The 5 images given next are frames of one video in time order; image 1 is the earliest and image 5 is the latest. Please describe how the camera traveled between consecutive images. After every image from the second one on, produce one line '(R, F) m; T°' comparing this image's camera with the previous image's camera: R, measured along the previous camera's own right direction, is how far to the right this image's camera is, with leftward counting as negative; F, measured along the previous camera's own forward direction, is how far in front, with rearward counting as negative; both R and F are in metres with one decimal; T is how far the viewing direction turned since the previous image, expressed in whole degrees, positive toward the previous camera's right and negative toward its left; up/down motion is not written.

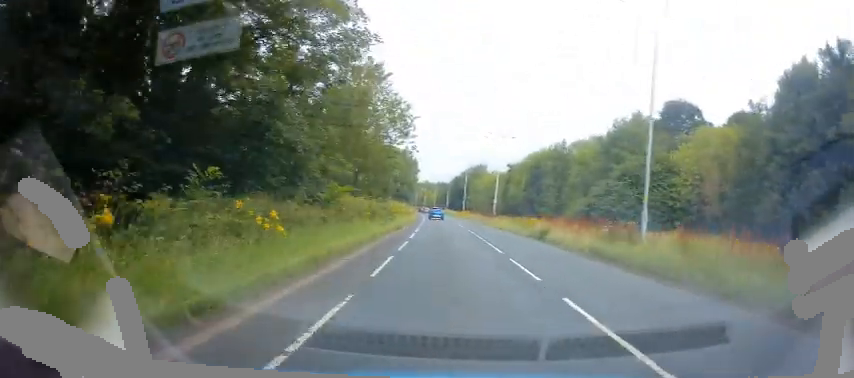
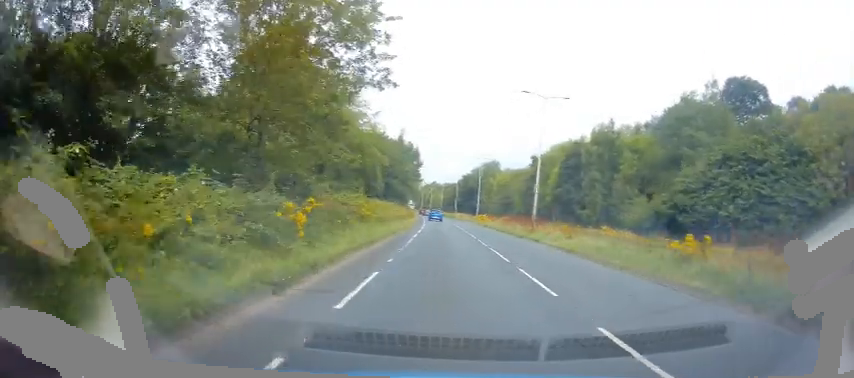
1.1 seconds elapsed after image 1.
(-0.1, +20.6) m; 0°
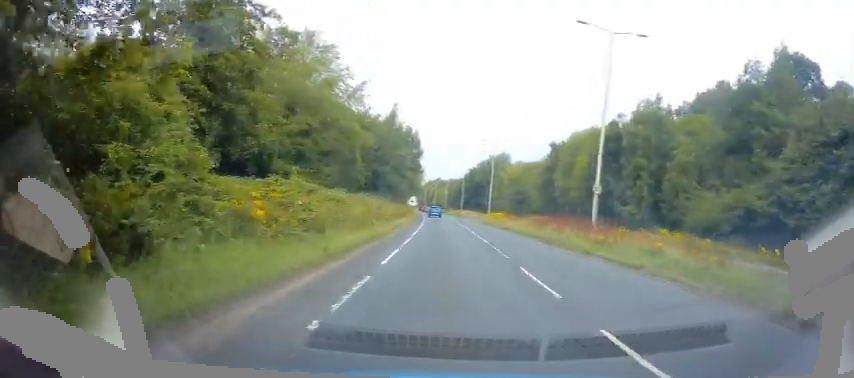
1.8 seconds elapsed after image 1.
(+0.1, +12.9) m; 0°
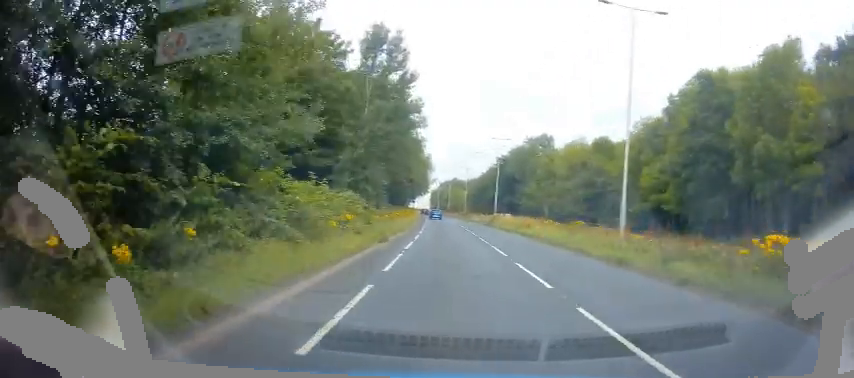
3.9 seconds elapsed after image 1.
(-1.7, +42.2) m; -3°
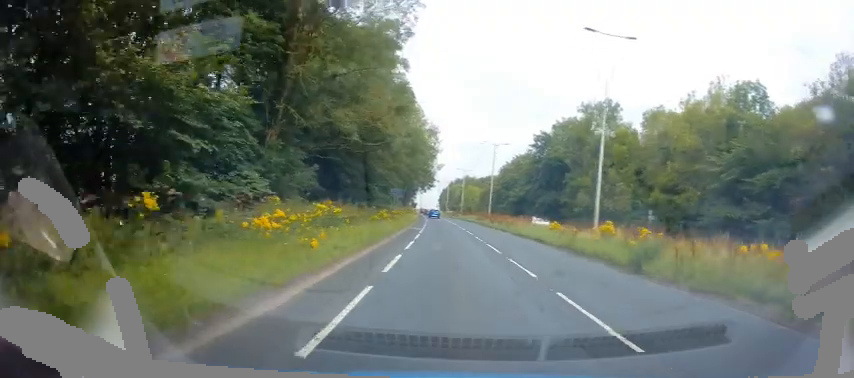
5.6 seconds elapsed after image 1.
(+1.2, +36.4) m; -2°
